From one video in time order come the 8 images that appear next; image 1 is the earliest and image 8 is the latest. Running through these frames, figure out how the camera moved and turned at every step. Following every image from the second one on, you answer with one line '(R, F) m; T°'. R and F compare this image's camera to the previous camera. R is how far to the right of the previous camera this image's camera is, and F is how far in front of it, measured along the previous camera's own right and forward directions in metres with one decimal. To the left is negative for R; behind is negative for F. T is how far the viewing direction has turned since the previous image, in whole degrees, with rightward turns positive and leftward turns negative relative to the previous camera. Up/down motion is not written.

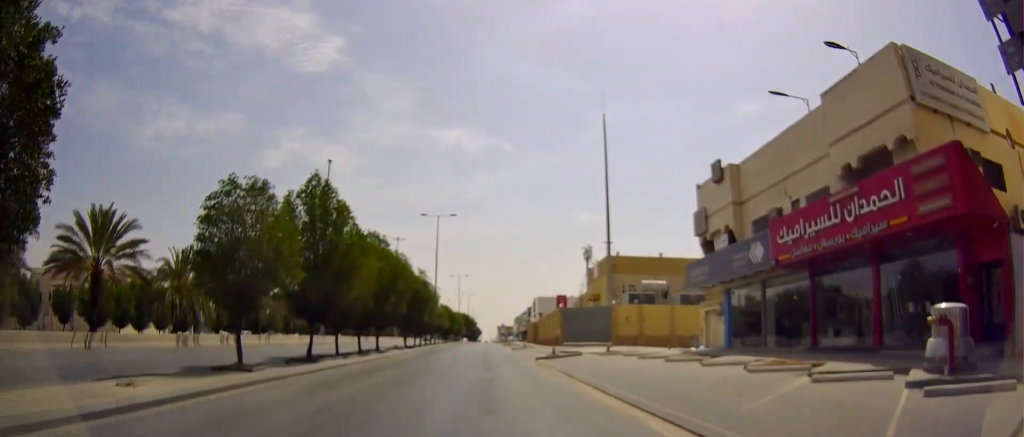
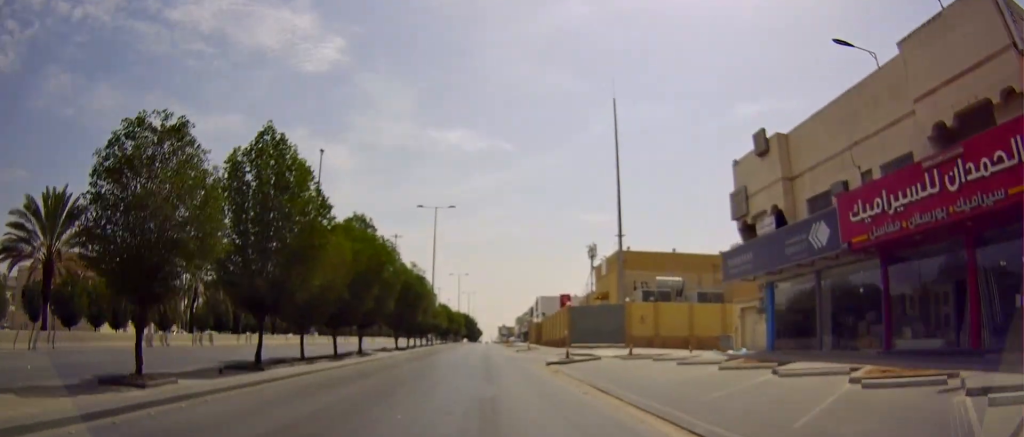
(-0.1, +5.3) m; 0°
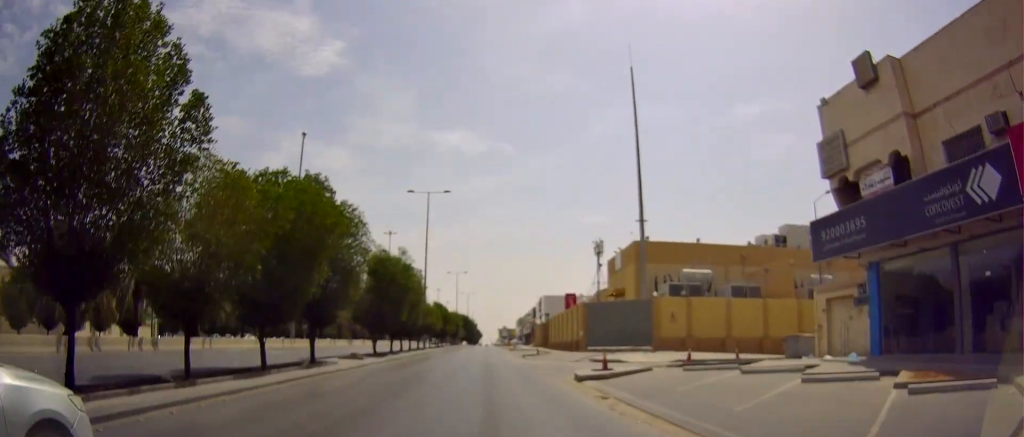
(-0.1, +8.7) m; 0°
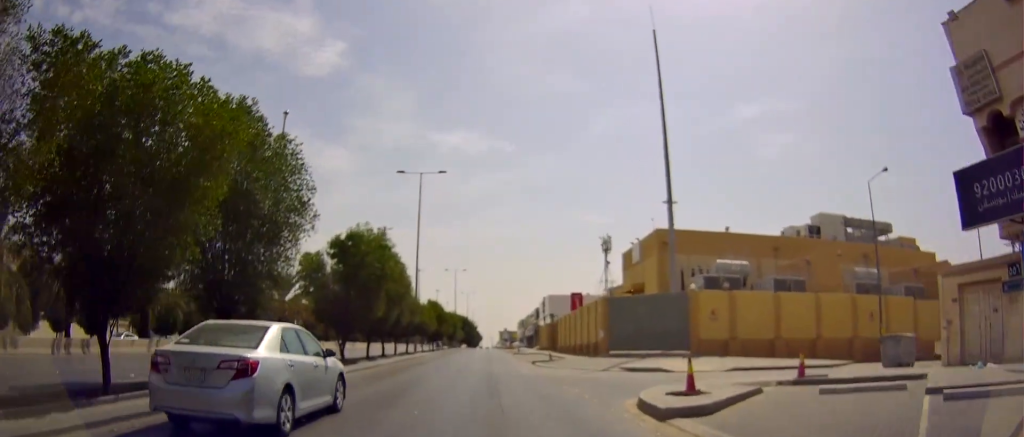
(+0.2, +7.9) m; 0°
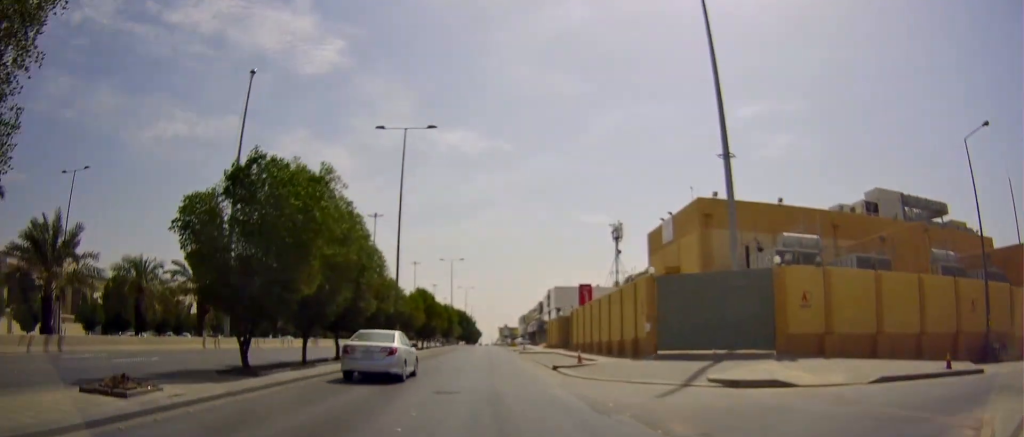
(-0.1, +10.8) m; +1°
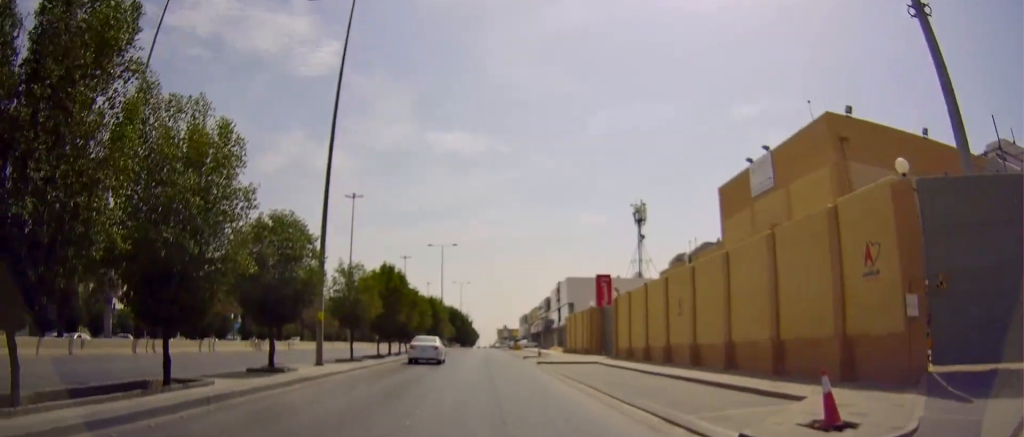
(0.0, +18.1) m; -1°
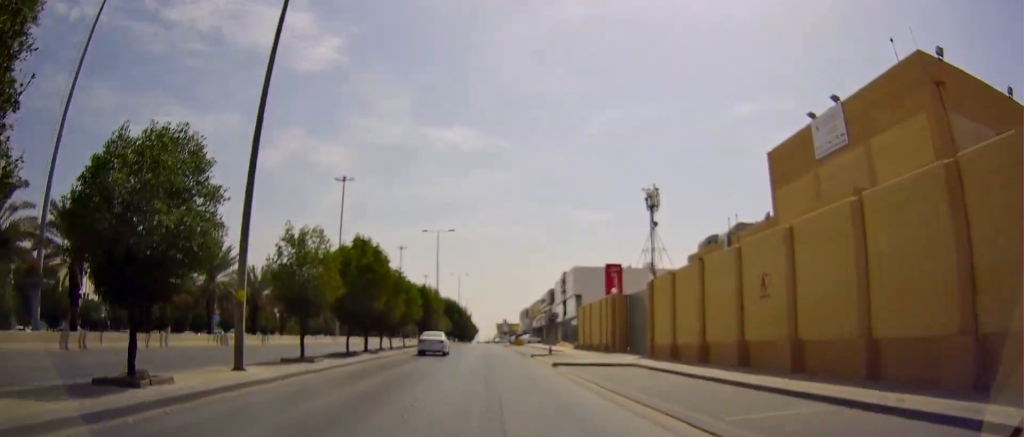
(0.0, +7.3) m; +1°
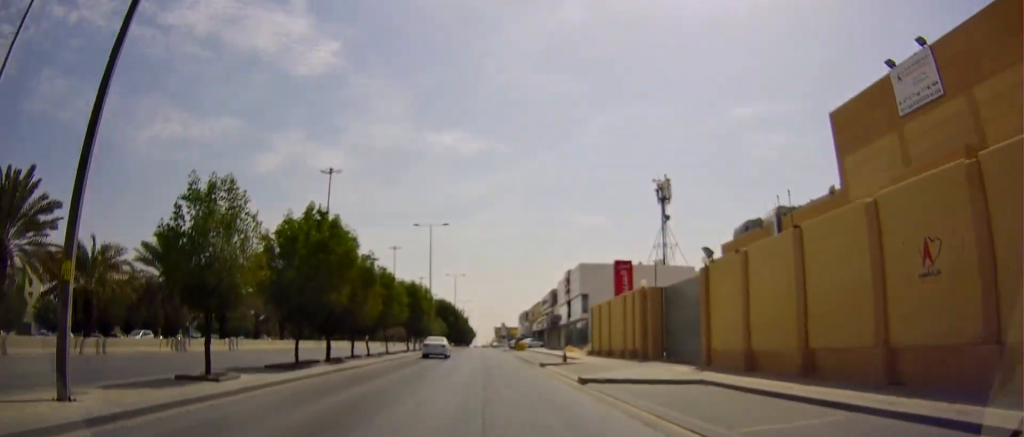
(+0.1, +7.1) m; +1°
